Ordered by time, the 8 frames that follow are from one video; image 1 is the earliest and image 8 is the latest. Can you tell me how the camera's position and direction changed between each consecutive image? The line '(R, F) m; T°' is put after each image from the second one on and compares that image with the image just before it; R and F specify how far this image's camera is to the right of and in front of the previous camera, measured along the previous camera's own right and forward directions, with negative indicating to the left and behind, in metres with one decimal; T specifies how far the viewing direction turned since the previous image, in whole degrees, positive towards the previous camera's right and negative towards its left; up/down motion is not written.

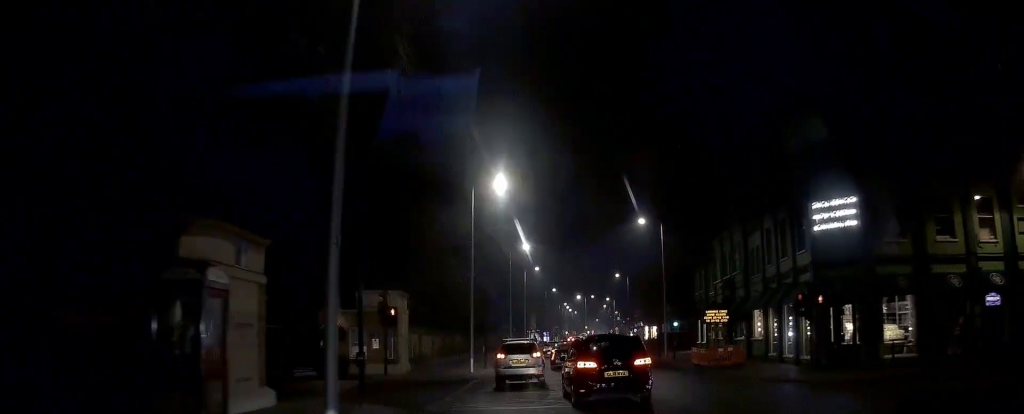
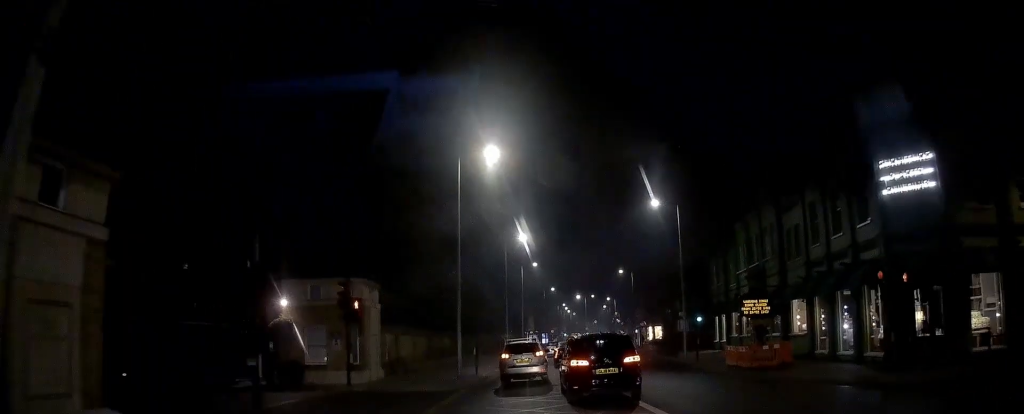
(+0.1, +5.4) m; +2°
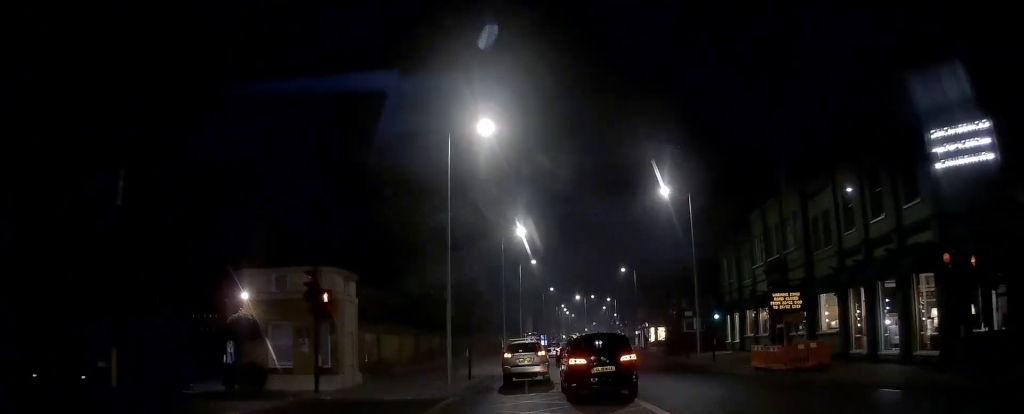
(0.0, +3.1) m; +1°
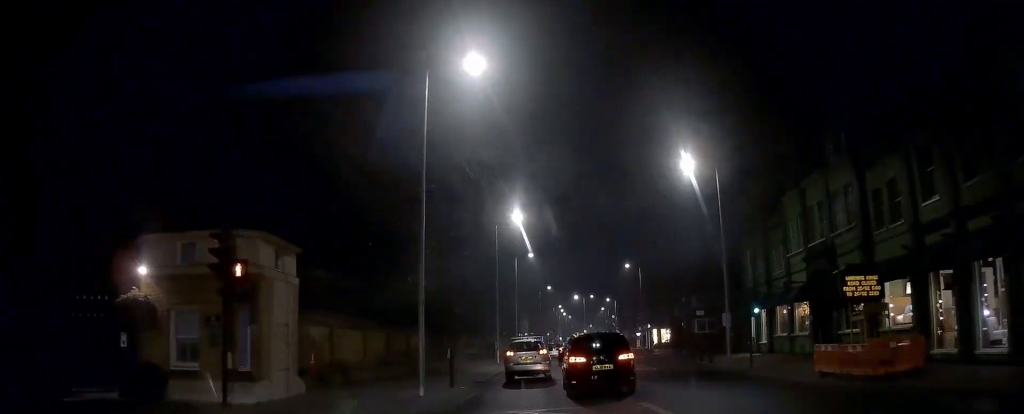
(+0.1, +5.5) m; +1°
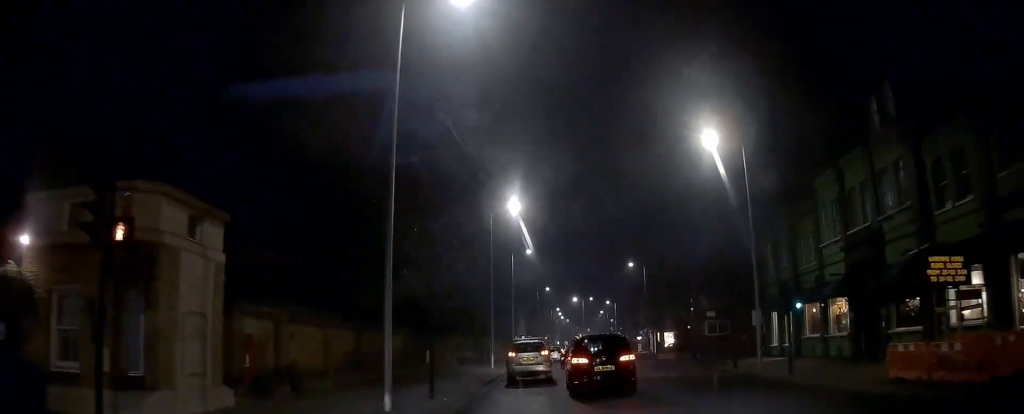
(0.0, +3.9) m; 0°
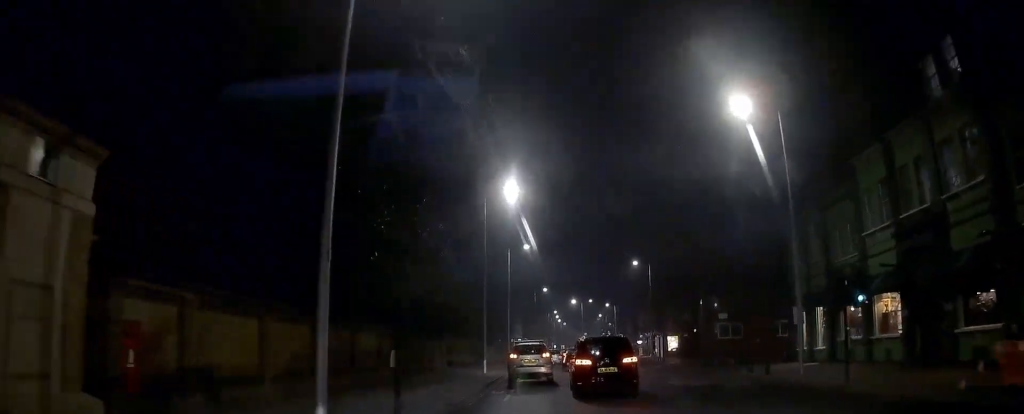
(0.0, +4.3) m; 0°
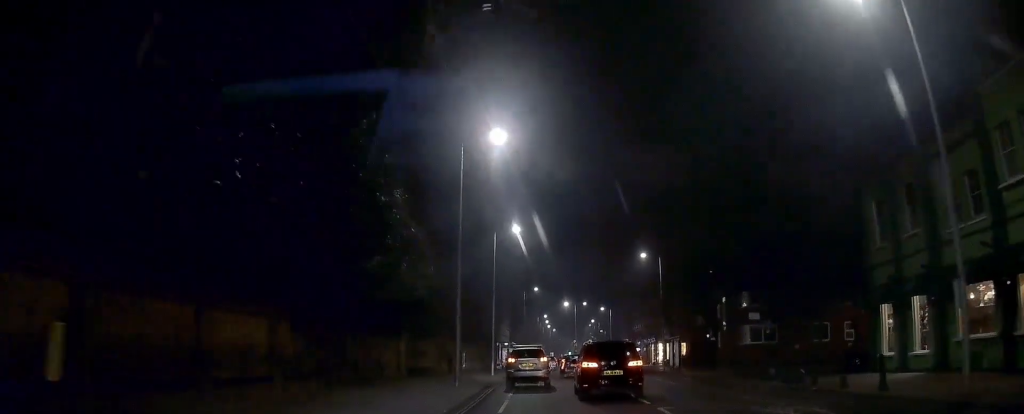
(+0.1, +9.1) m; +1°
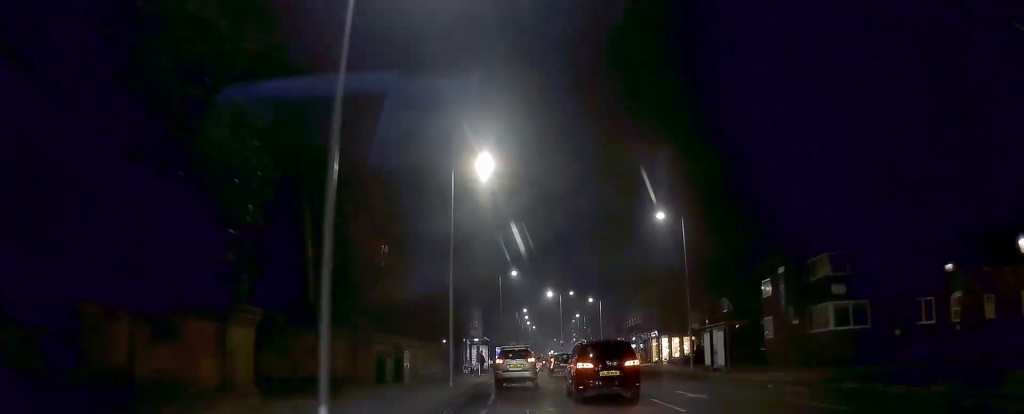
(+0.2, +14.4) m; +1°
